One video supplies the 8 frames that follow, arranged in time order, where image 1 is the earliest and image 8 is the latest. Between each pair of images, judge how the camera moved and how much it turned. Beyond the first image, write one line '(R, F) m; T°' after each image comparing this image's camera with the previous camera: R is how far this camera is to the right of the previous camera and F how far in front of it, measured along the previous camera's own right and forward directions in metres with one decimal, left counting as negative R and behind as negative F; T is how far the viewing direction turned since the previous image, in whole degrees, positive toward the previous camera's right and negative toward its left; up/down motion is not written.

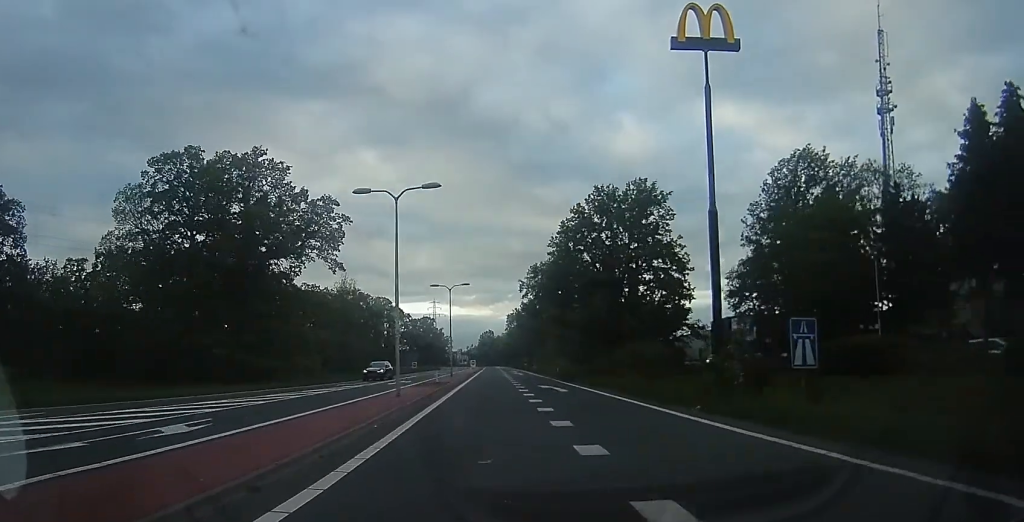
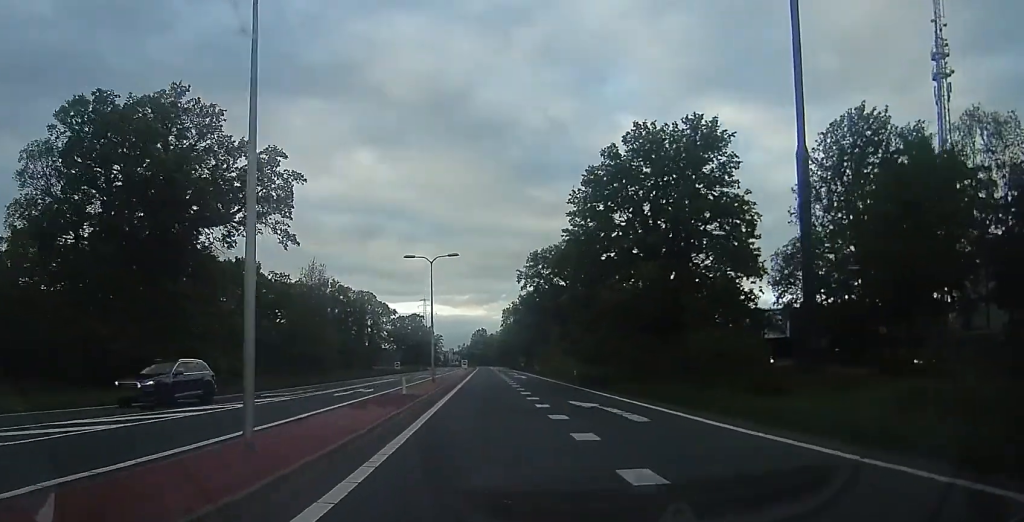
(+0.2, +13.7) m; +1°
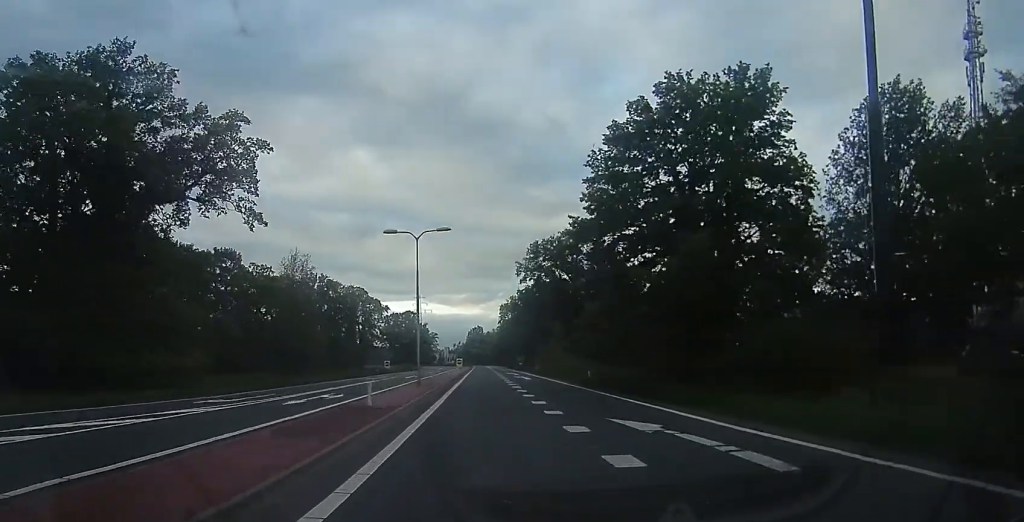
(0.0, +6.5) m; 0°
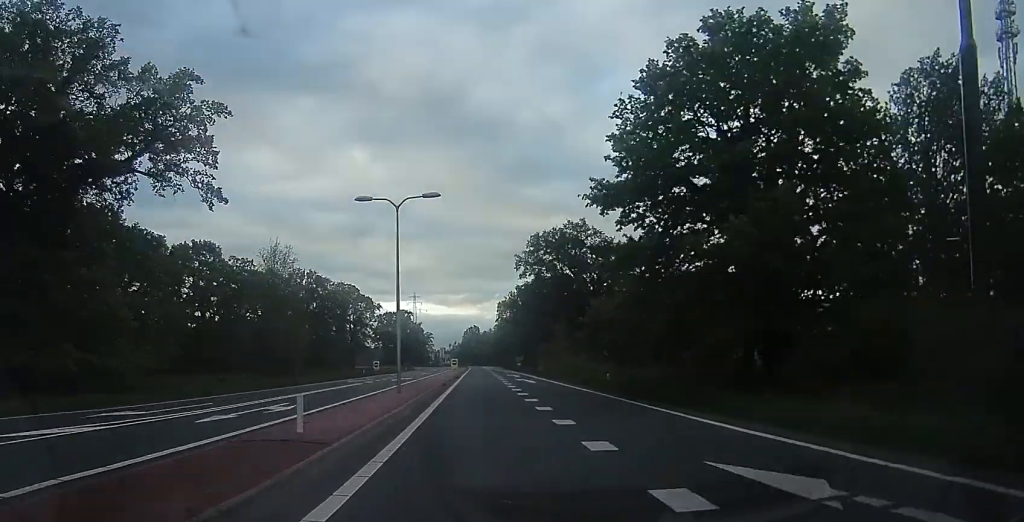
(0.0, +5.9) m; 0°
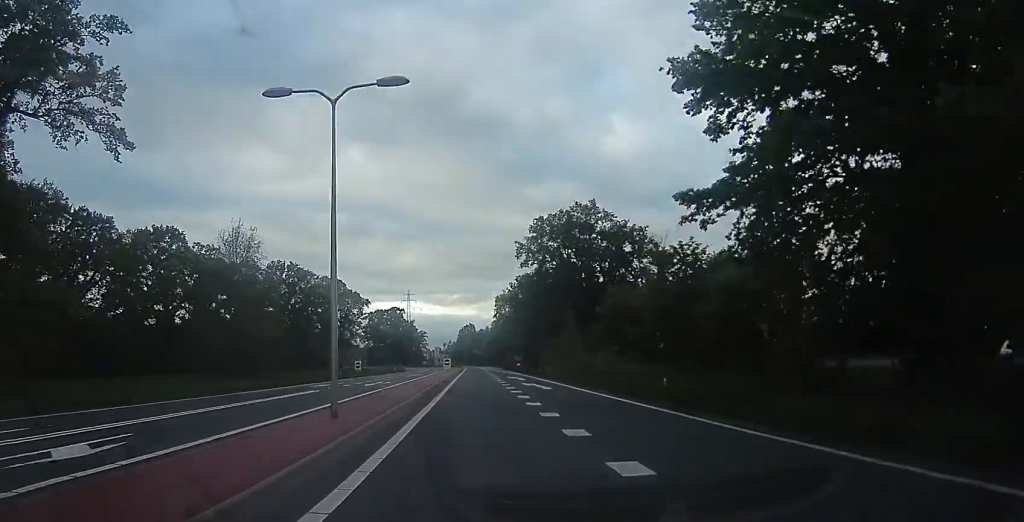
(0.0, +9.4) m; +1°
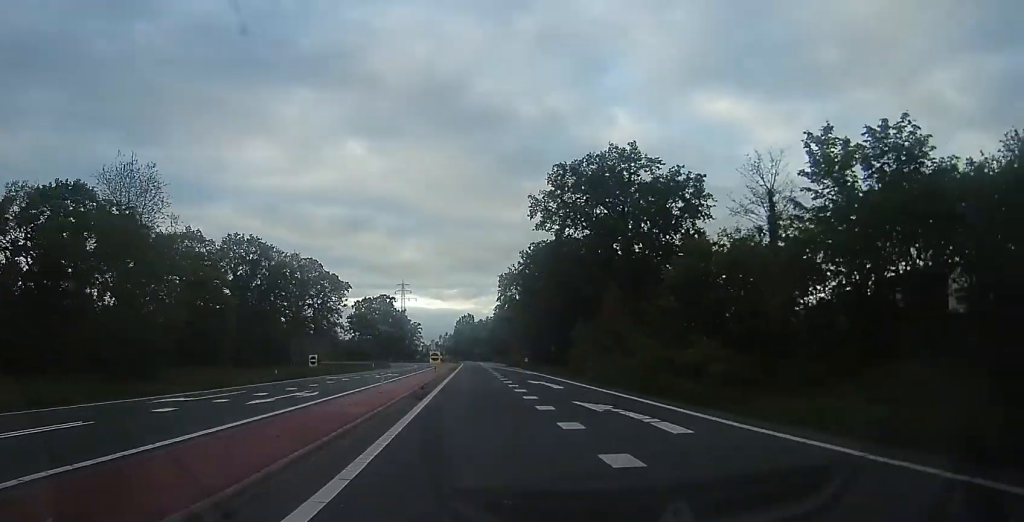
(+0.3, +18.8) m; 0°
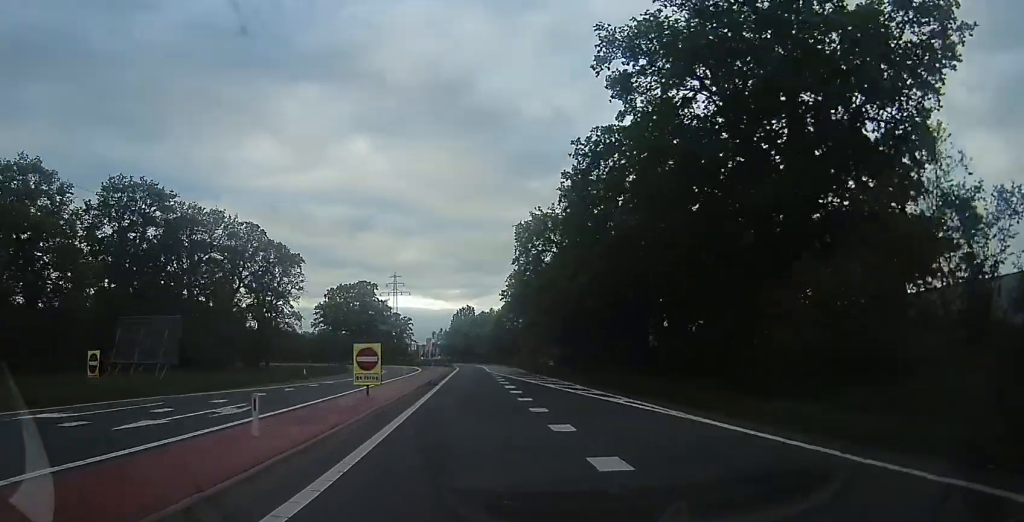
(-1.5, +32.5) m; -2°
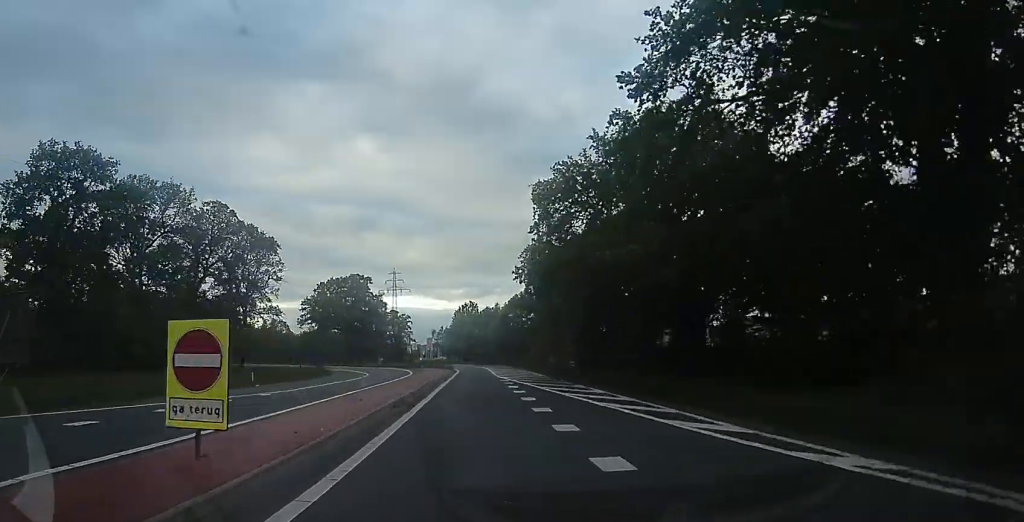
(+0.5, +12.0) m; +3°
